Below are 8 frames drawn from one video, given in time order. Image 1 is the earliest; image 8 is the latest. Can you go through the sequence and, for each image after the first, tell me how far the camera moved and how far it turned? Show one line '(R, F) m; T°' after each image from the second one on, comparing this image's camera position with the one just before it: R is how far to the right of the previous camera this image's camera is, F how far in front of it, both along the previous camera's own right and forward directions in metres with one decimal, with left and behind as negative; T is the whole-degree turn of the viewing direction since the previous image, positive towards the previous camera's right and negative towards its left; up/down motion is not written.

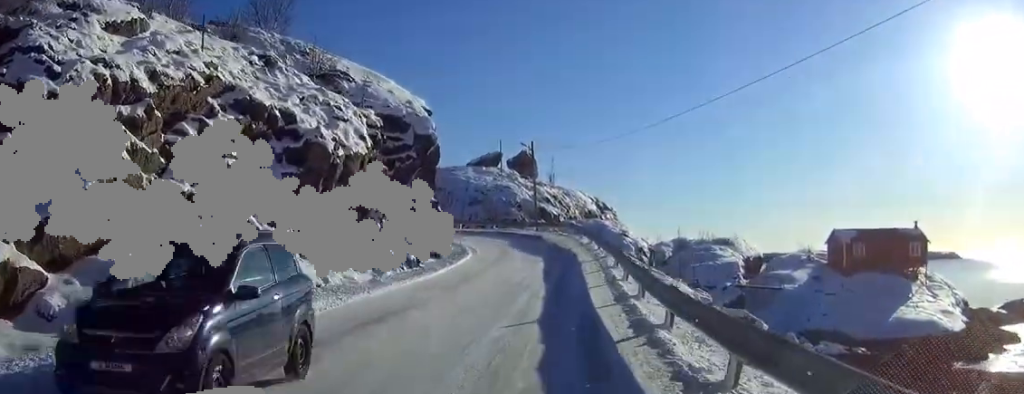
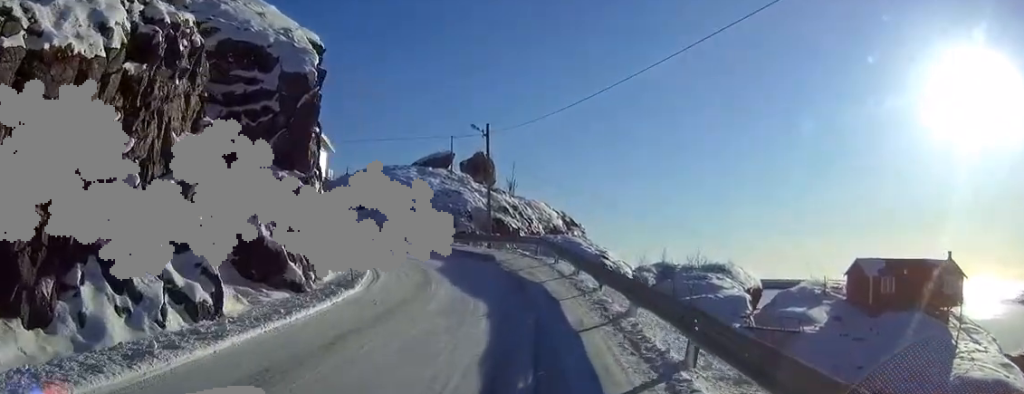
(+0.6, +15.4) m; +3°
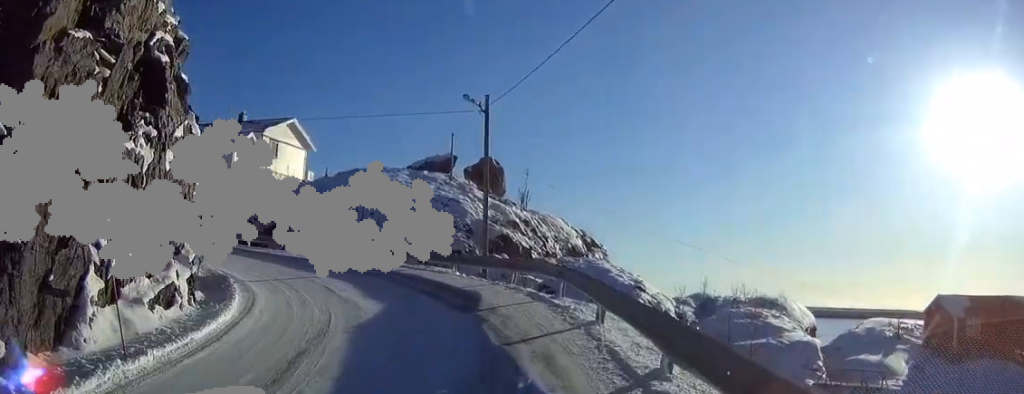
(+0.3, +12.8) m; +1°
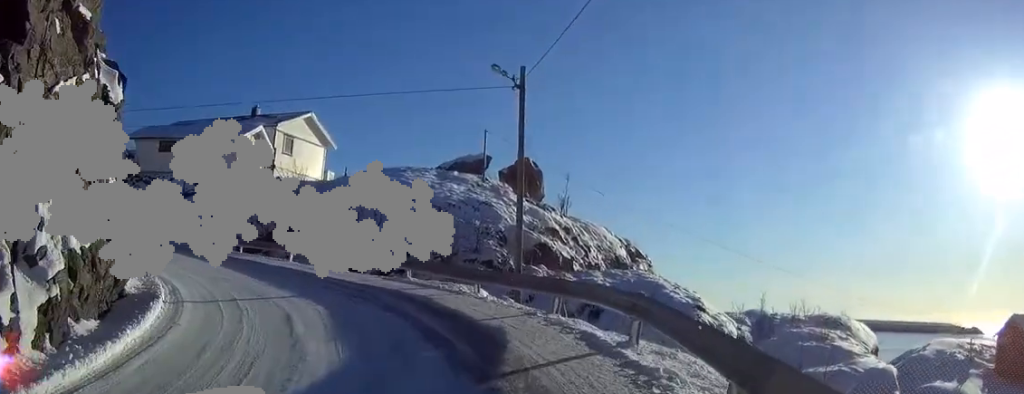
(-0.1, +6.0) m; -5°
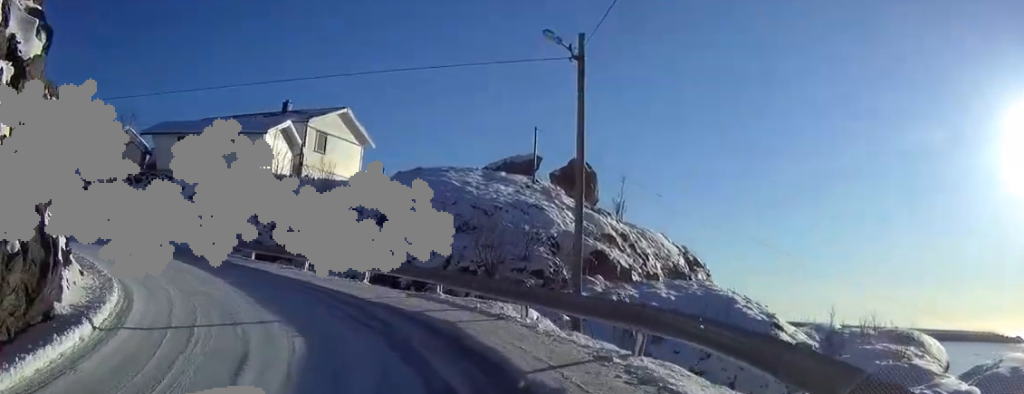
(+0.1, +4.5) m; -6°
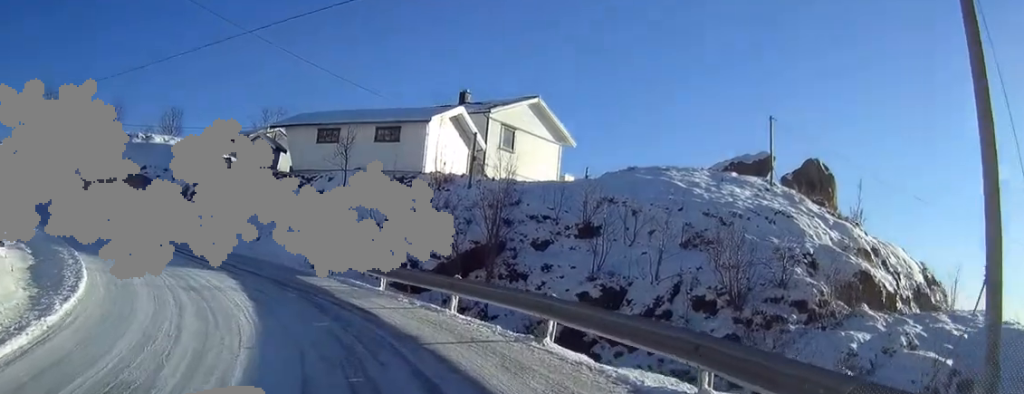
(-2.5, +9.4) m; -24°
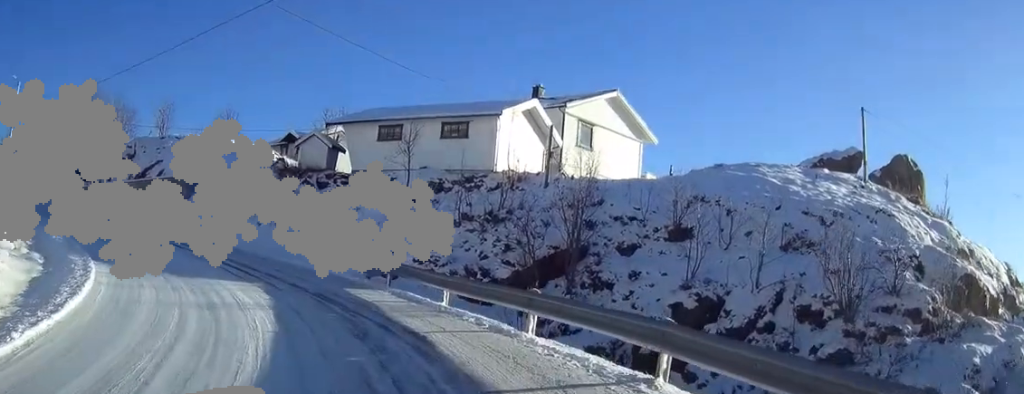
(-0.4, +3.0) m; -5°
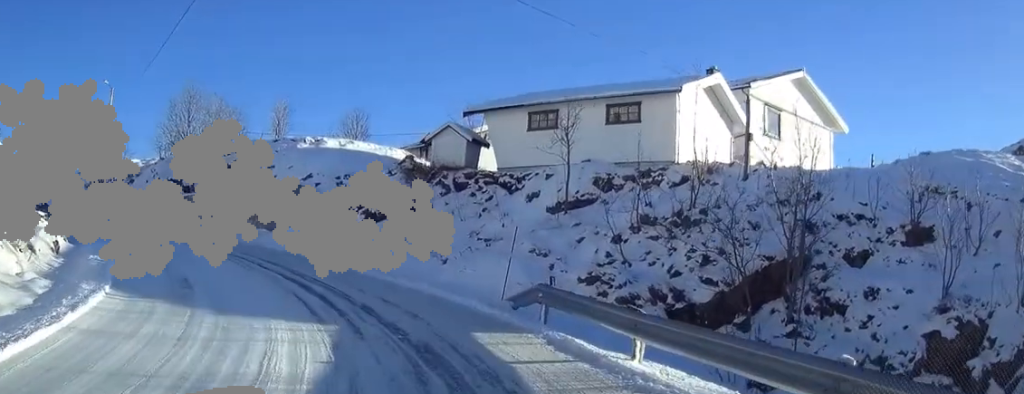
(-0.2, +6.6) m; -2°
